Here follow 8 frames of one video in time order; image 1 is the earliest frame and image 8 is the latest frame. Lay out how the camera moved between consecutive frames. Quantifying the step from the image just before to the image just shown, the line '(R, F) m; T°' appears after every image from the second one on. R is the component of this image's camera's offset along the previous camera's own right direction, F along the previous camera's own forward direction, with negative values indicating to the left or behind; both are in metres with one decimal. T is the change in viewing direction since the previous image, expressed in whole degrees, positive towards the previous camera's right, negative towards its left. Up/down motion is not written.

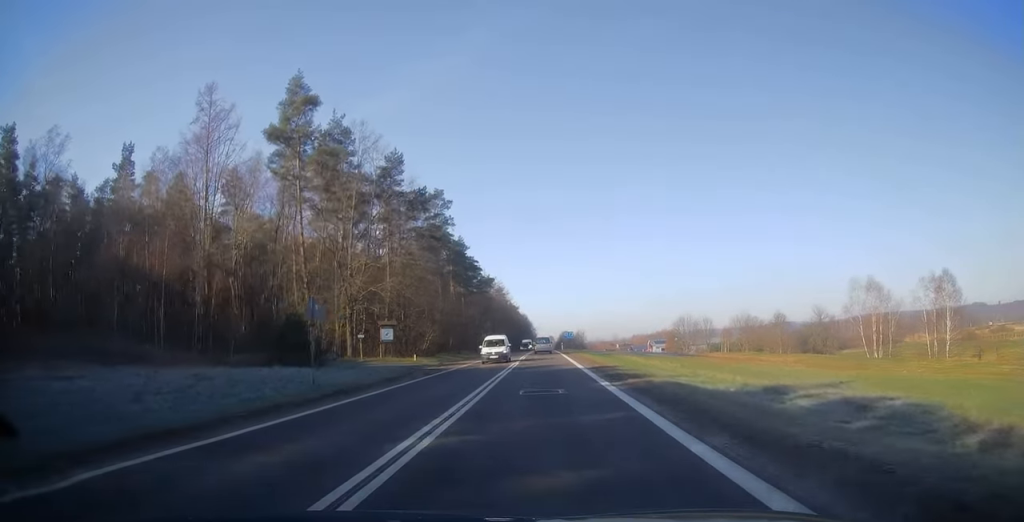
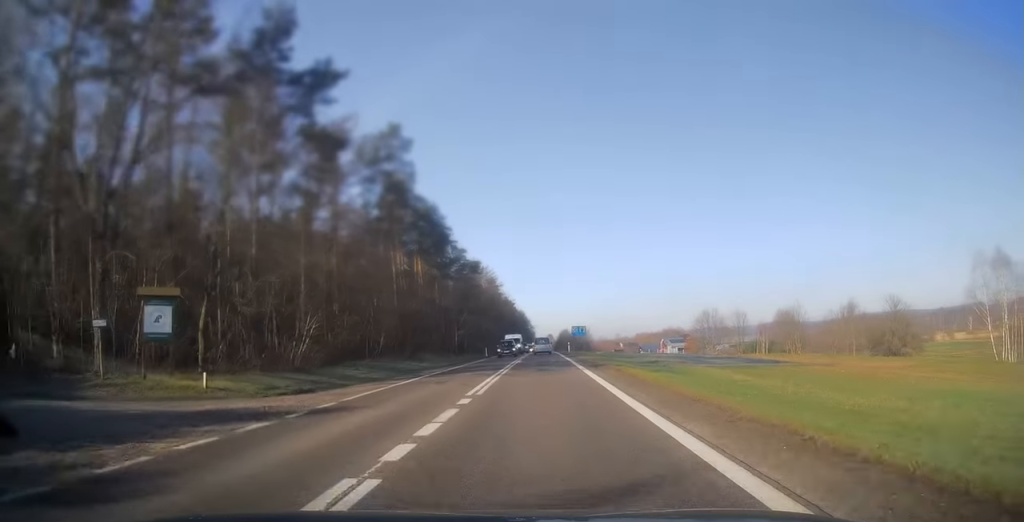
(0.0, +30.8) m; 0°
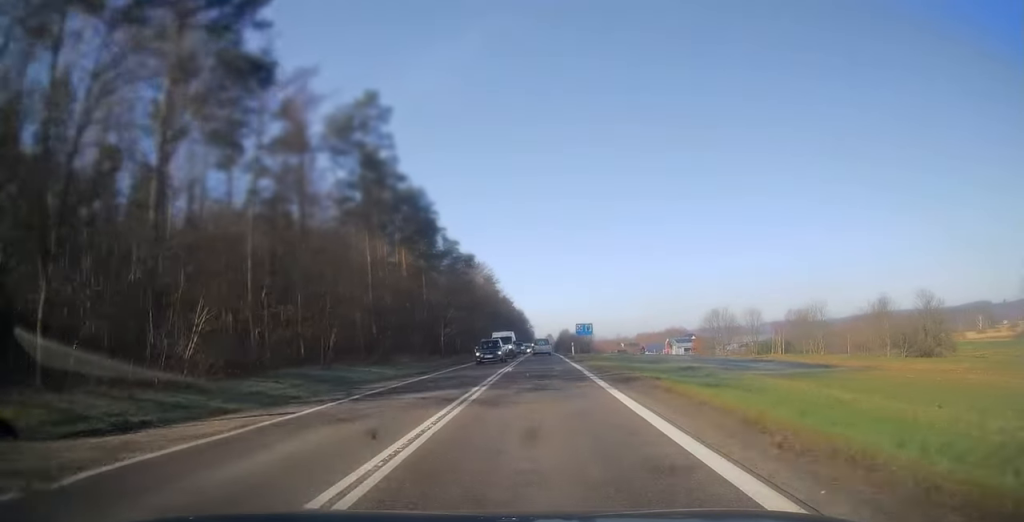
(0.0, +10.1) m; 0°
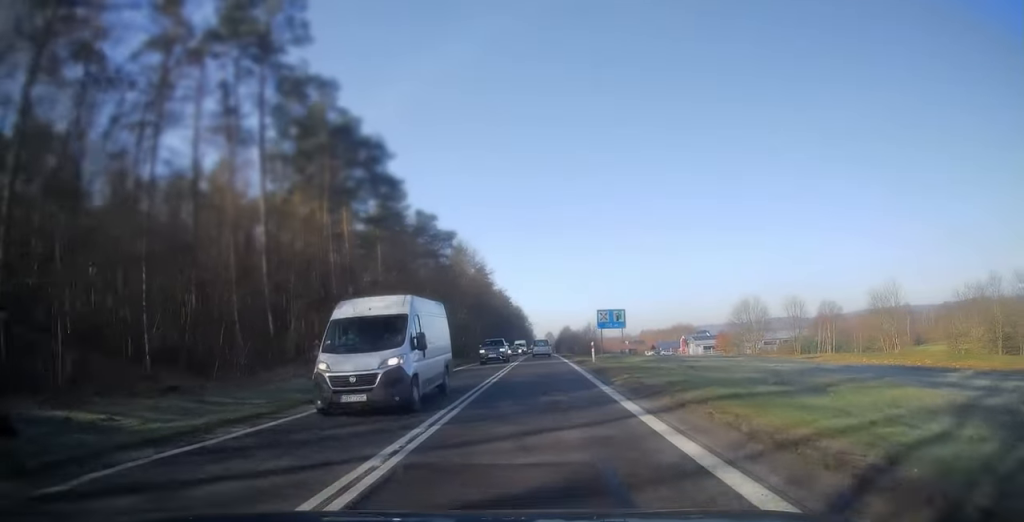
(+0.2, +23.8) m; +1°
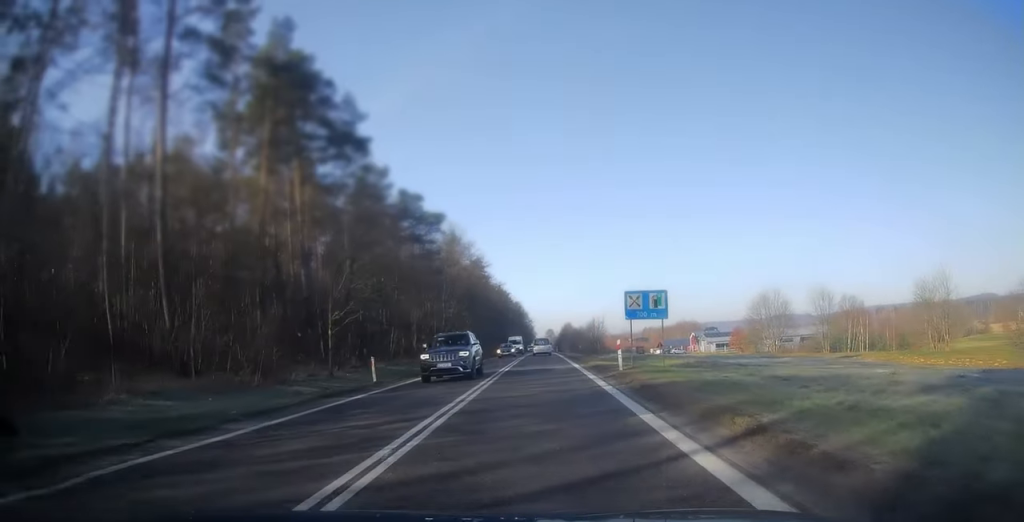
(+0.2, +11.7) m; 0°
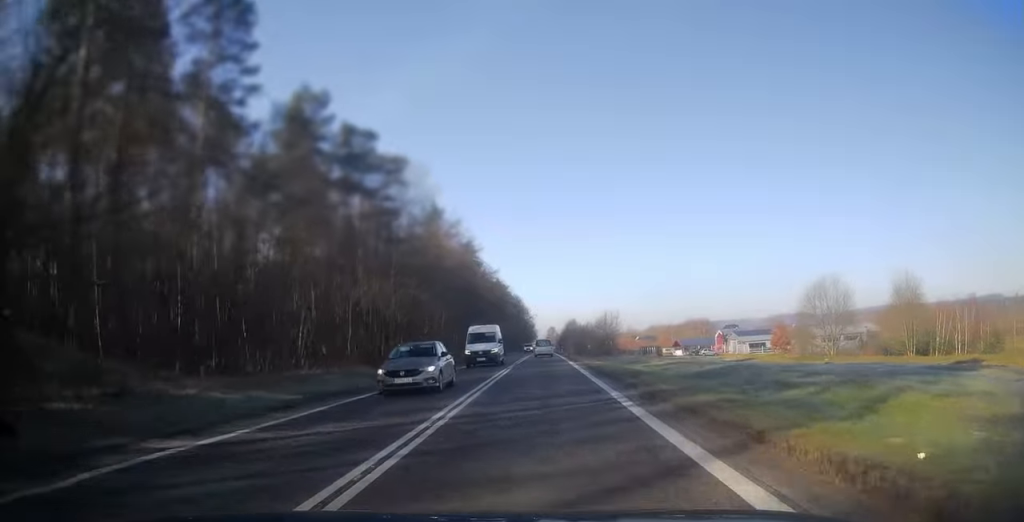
(-0.4, +25.2) m; -1°
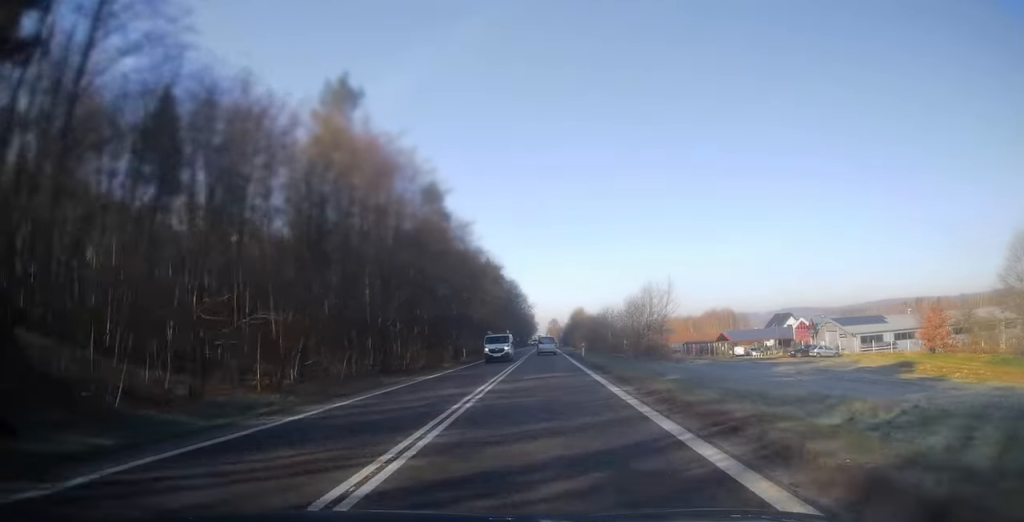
(+0.6, +49.6) m; +1°
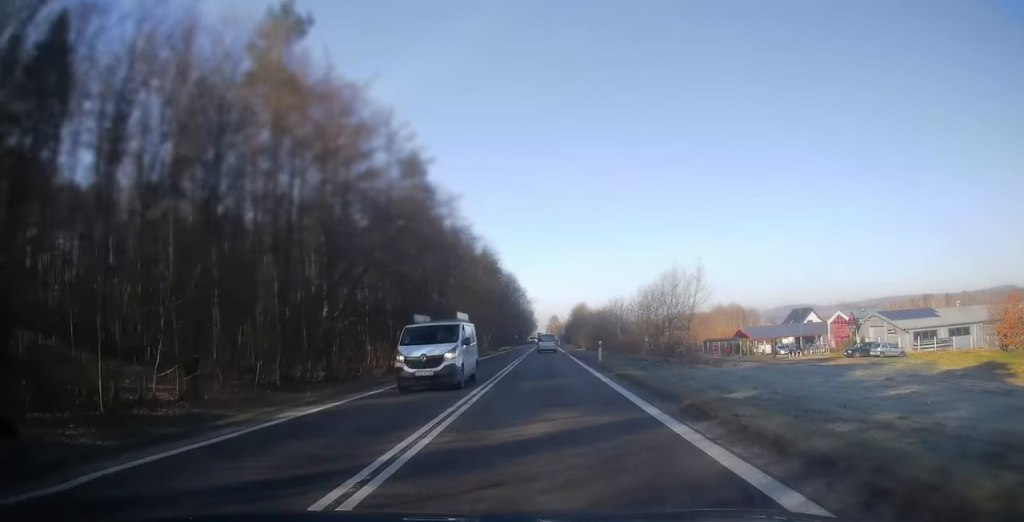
(-0.2, +14.0) m; -1°
